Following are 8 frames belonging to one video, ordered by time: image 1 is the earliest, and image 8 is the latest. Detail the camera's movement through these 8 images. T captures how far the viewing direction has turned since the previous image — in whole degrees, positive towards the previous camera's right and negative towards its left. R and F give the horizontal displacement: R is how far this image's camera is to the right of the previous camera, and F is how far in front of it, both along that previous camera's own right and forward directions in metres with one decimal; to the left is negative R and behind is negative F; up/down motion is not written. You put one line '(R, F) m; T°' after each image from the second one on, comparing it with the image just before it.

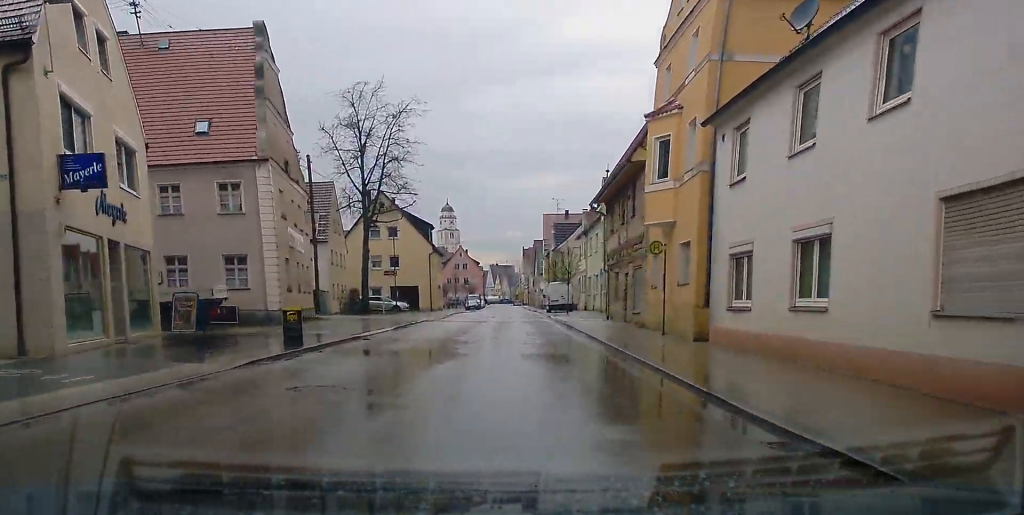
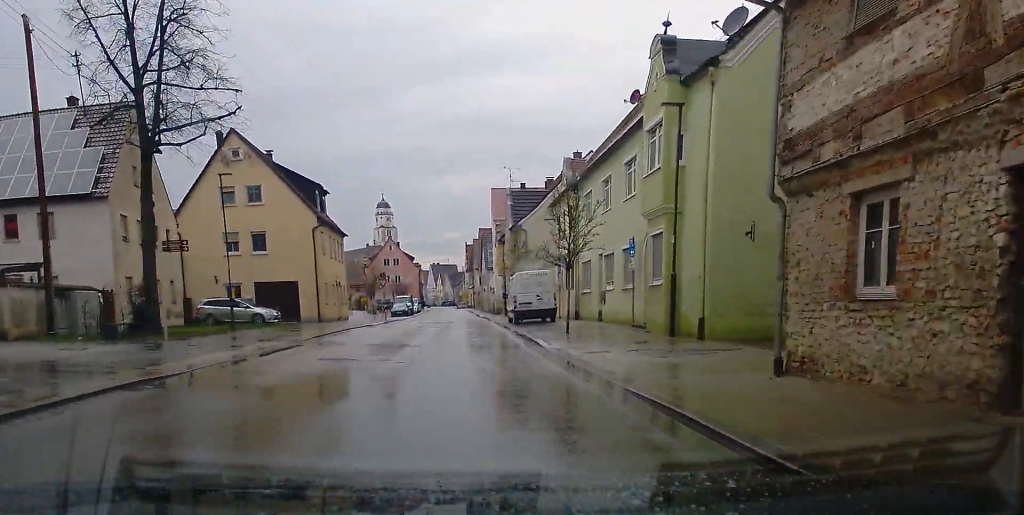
(+1.2, +27.3) m; +4°
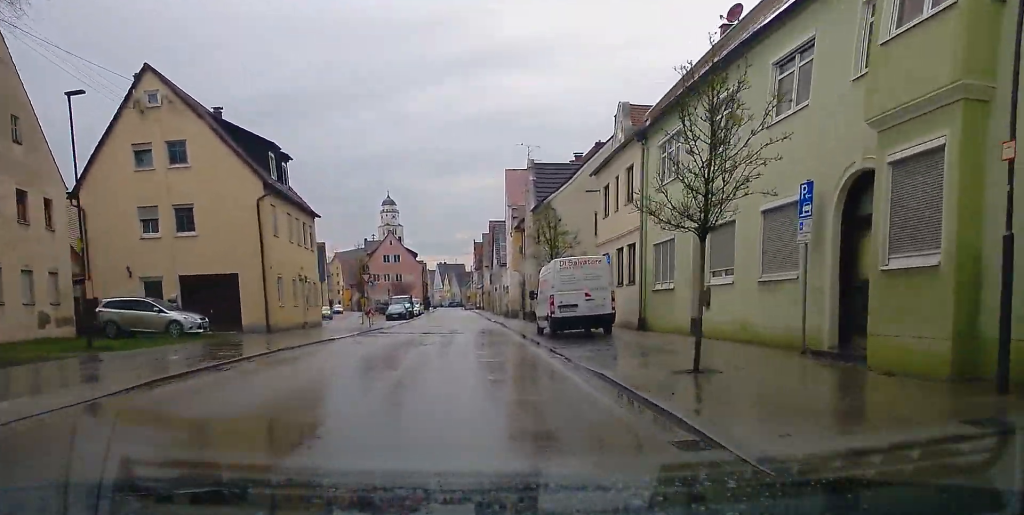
(+0.2, +12.8) m; +1°
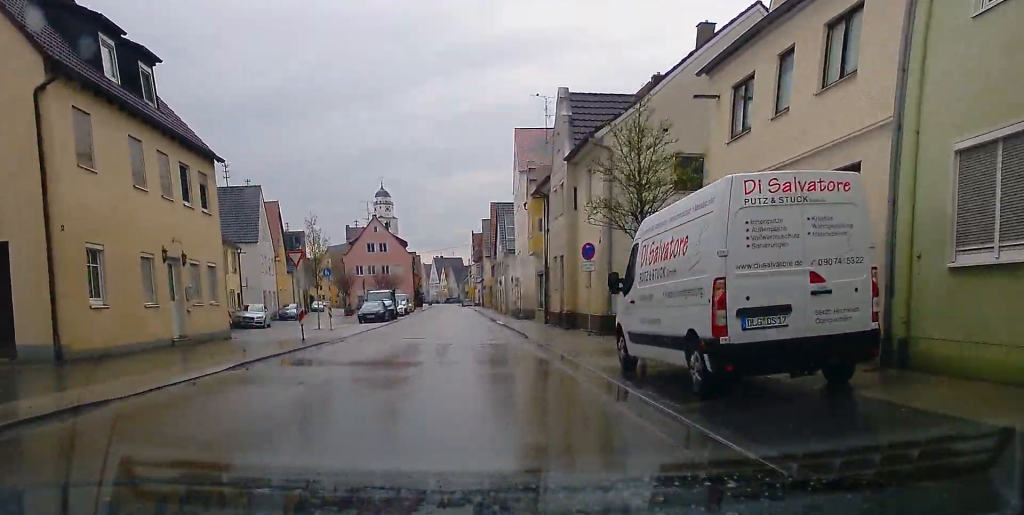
(+0.1, +16.2) m; 0°
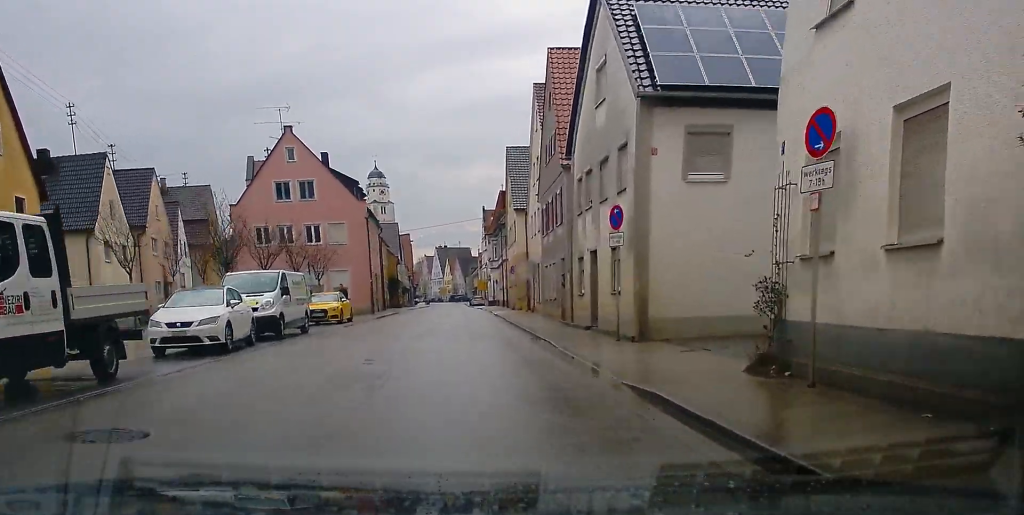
(-0.8, +50.7) m; -3°
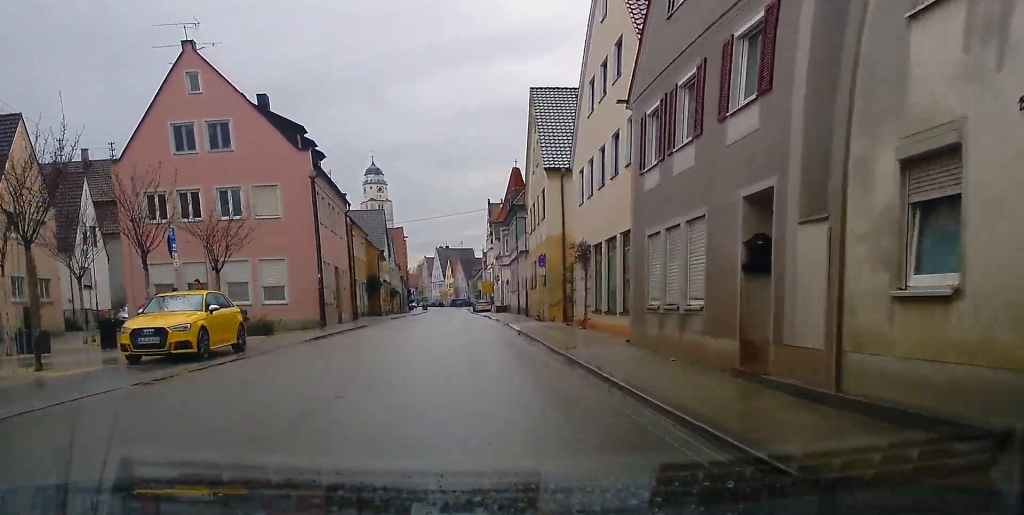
(-0.4, +17.6) m; 0°
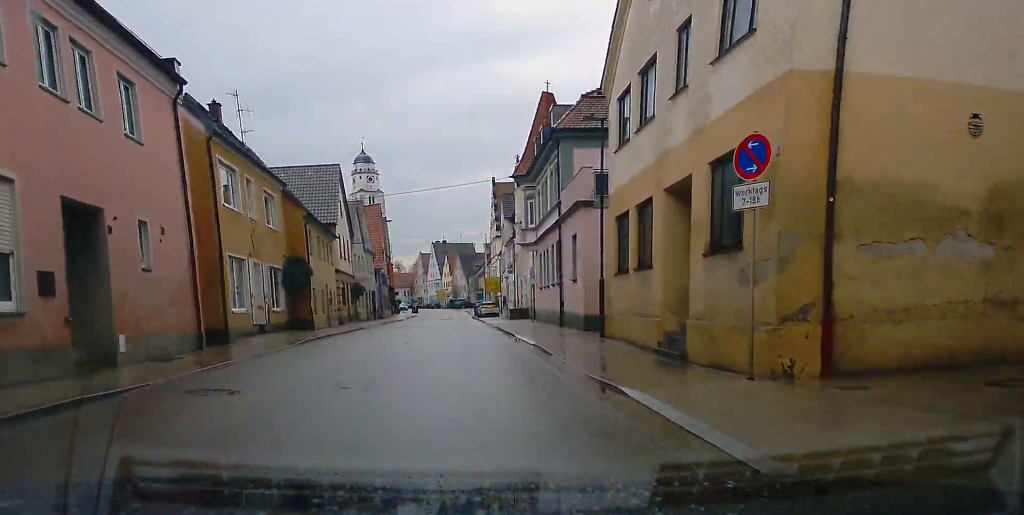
(+0.2, +25.2) m; +1°
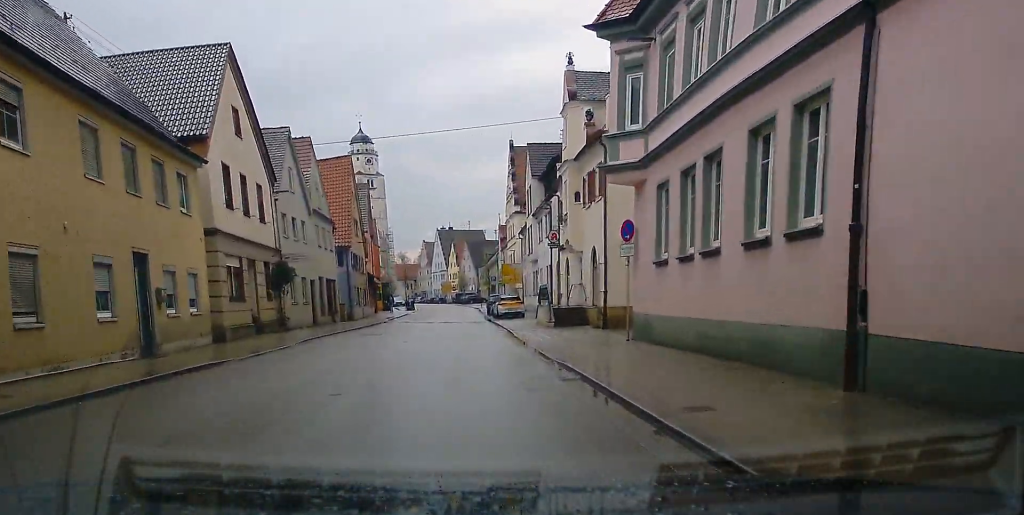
(+0.1, +24.3) m; -1°
